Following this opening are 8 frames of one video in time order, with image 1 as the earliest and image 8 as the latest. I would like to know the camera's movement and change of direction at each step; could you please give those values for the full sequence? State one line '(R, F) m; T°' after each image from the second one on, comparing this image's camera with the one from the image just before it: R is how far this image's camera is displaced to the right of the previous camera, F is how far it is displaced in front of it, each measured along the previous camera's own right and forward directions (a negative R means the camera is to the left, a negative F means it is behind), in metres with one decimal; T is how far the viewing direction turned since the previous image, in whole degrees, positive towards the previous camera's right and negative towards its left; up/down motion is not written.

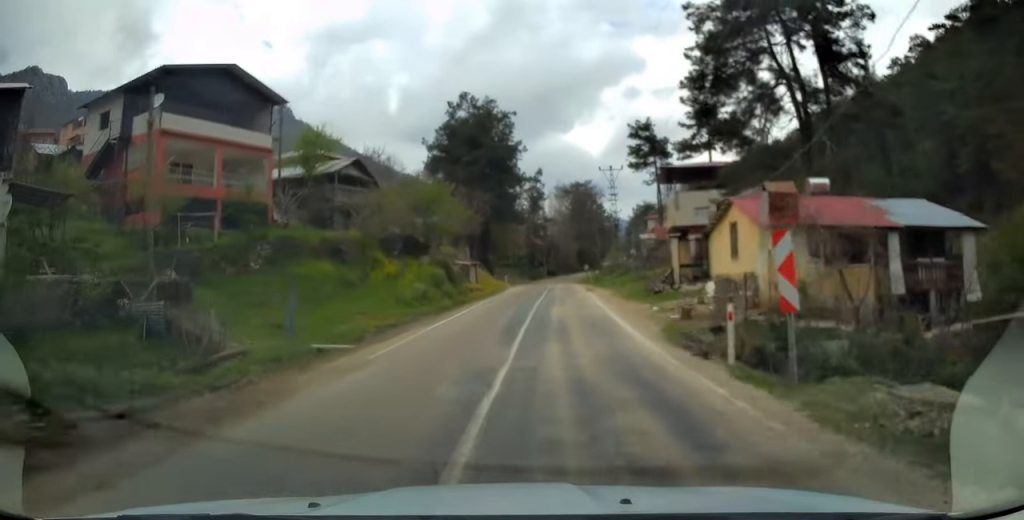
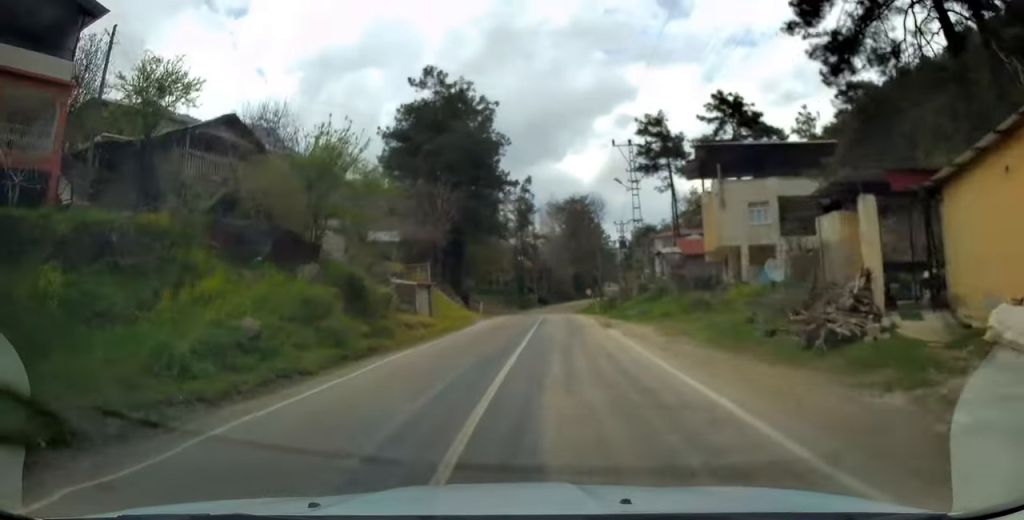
(-0.1, +17.3) m; 0°
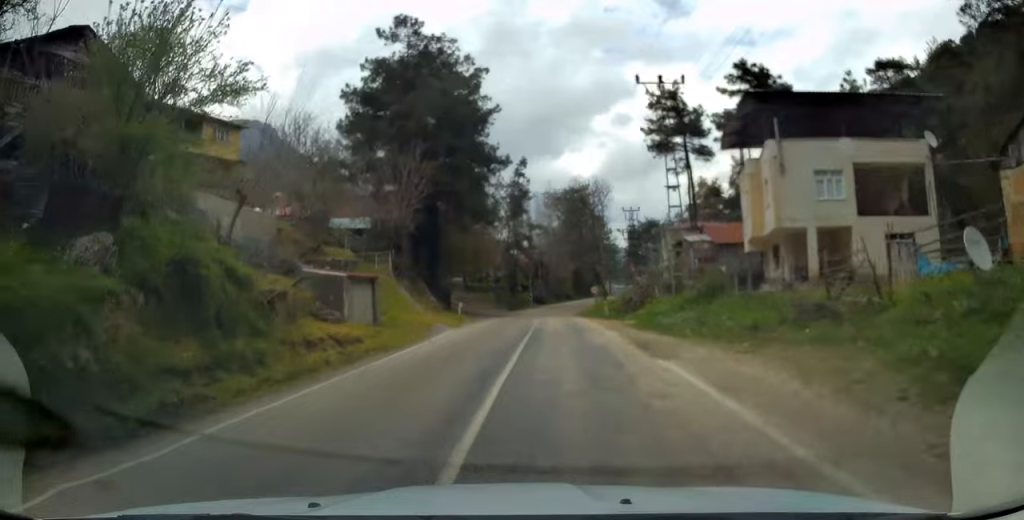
(0.0, +10.7) m; 0°
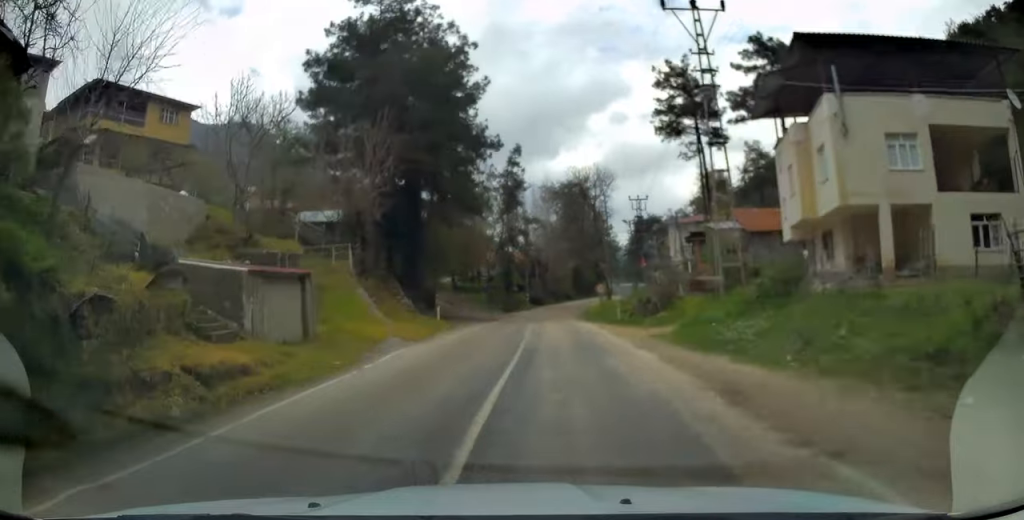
(0.0, +7.0) m; 0°
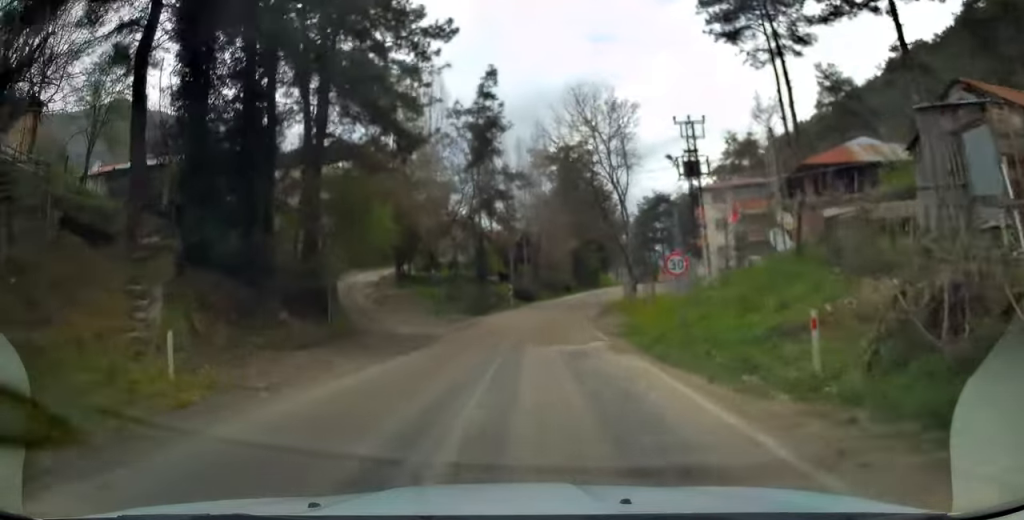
(+0.1, +23.3) m; +1°
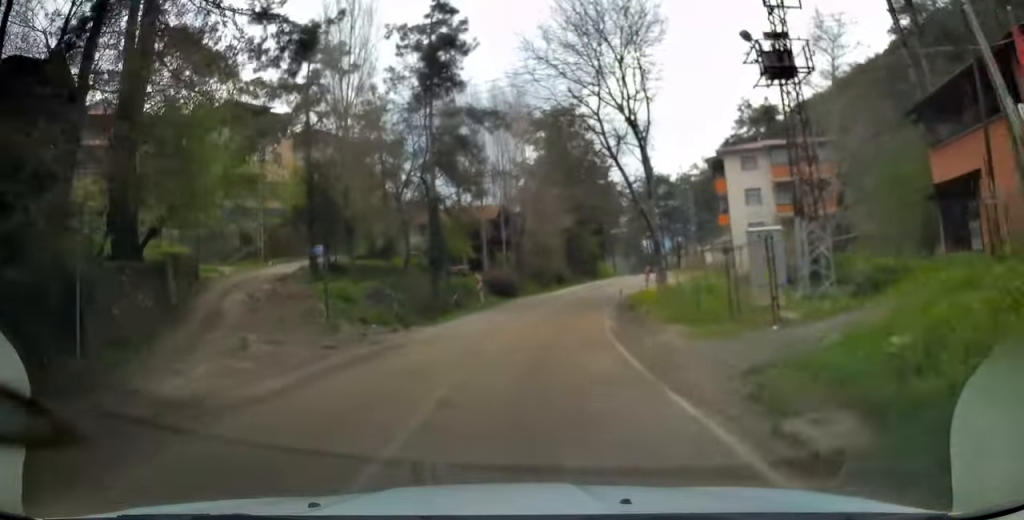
(+0.1, +15.2) m; +2°
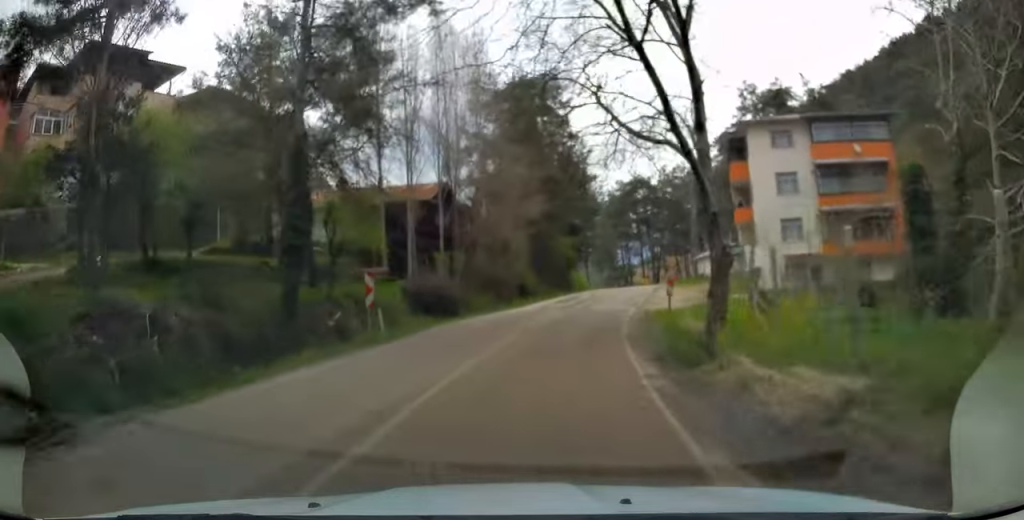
(+0.5, +15.2) m; +3°
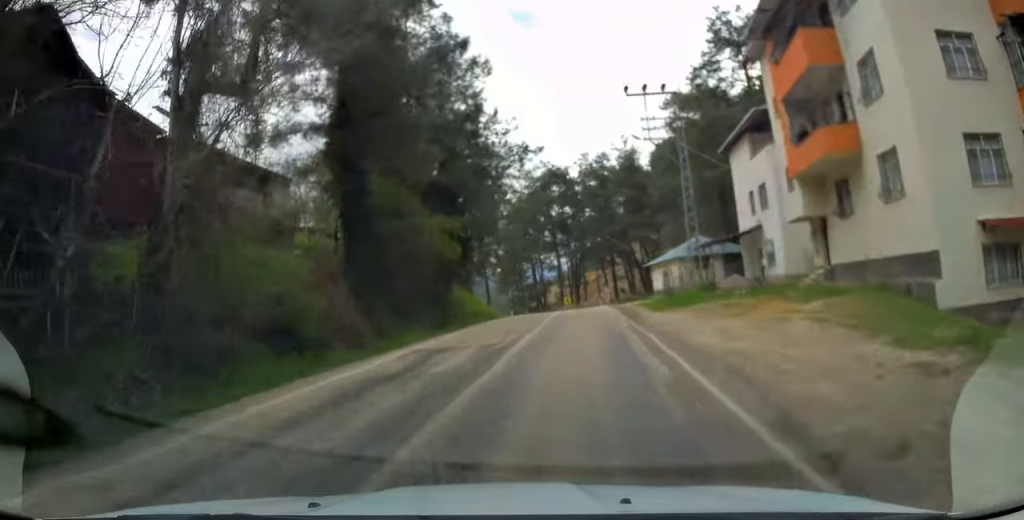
(+1.9, +28.0) m; +7°
